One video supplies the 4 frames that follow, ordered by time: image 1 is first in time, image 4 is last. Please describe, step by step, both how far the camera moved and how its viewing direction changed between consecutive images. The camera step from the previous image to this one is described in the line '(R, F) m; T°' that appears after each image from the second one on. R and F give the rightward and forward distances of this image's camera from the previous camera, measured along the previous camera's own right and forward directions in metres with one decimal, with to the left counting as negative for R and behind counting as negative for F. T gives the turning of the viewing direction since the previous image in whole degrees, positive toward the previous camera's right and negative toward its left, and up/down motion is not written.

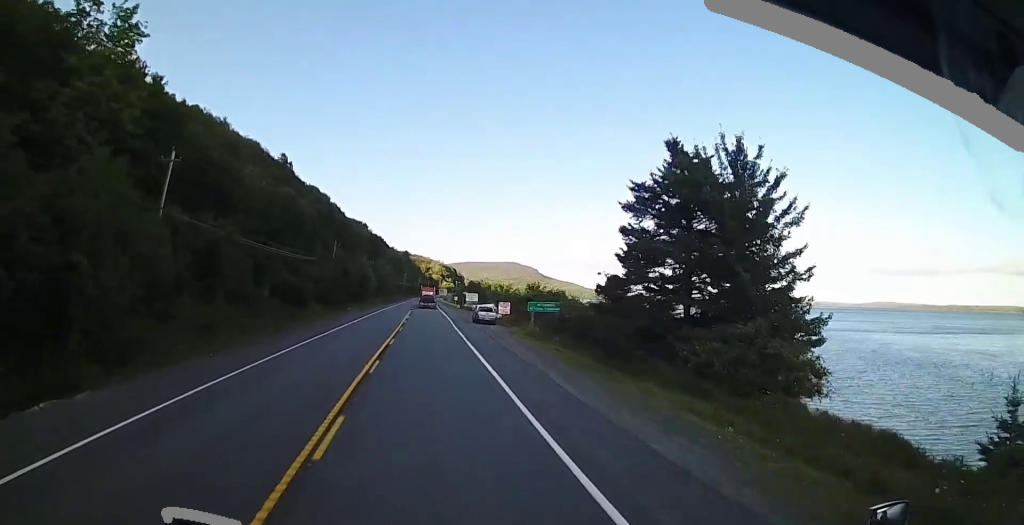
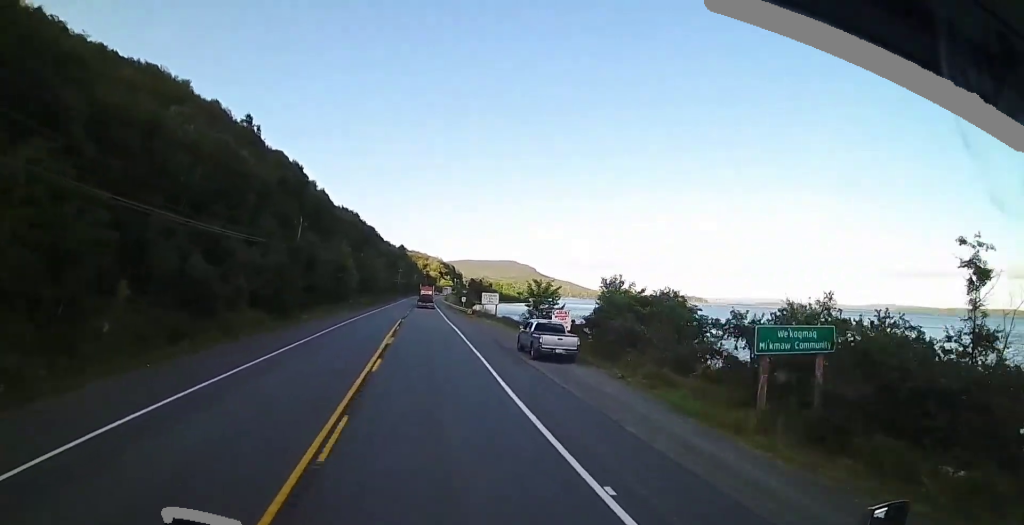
(0.0, +28.0) m; 0°
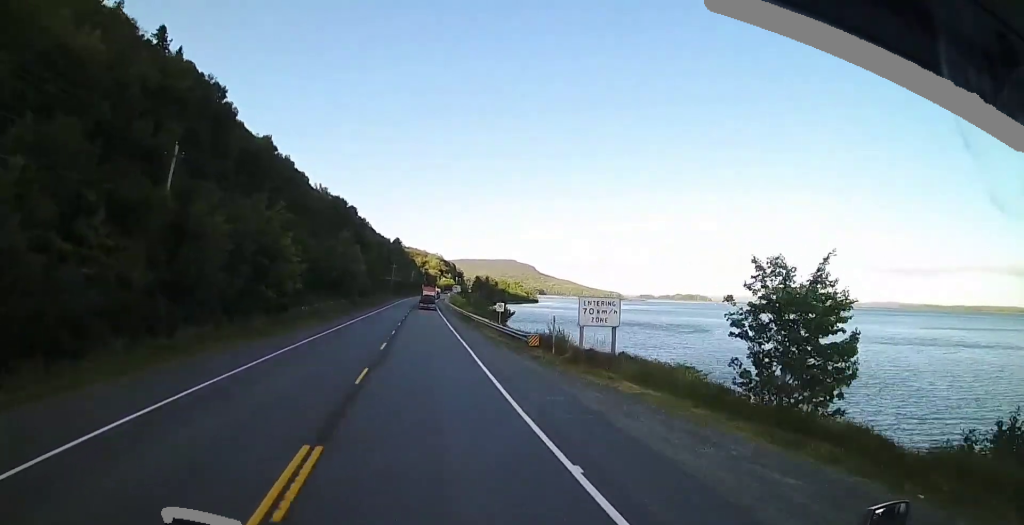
(+0.2, +39.2) m; +1°
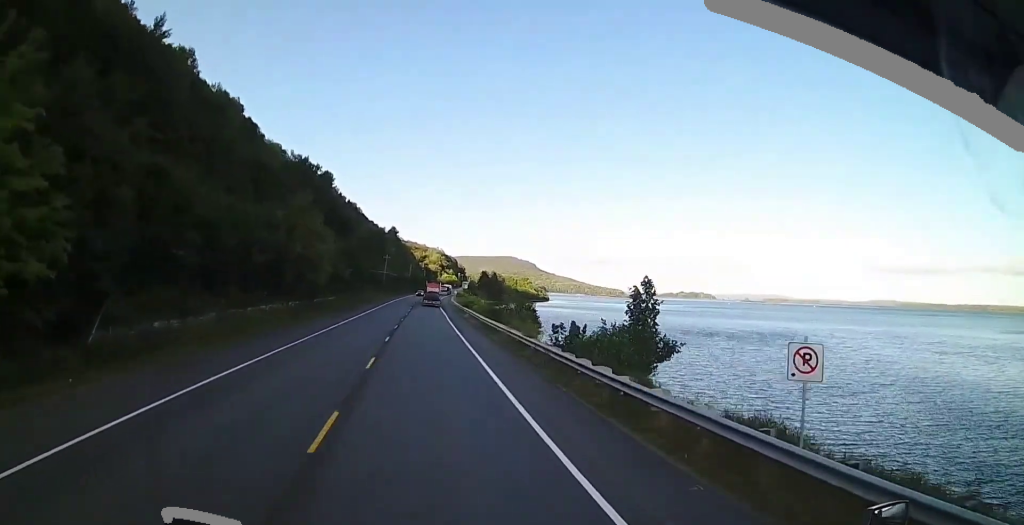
(+0.3, +34.4) m; +1°
